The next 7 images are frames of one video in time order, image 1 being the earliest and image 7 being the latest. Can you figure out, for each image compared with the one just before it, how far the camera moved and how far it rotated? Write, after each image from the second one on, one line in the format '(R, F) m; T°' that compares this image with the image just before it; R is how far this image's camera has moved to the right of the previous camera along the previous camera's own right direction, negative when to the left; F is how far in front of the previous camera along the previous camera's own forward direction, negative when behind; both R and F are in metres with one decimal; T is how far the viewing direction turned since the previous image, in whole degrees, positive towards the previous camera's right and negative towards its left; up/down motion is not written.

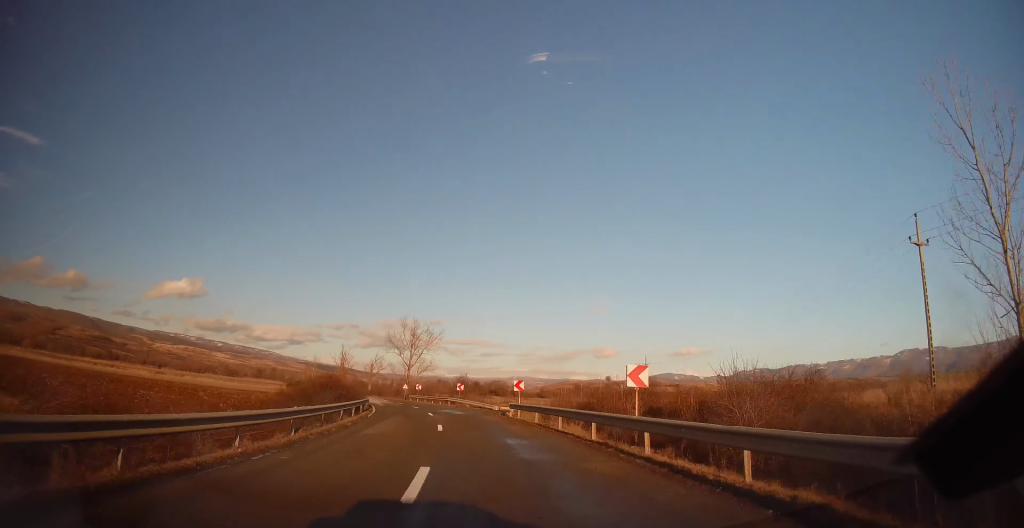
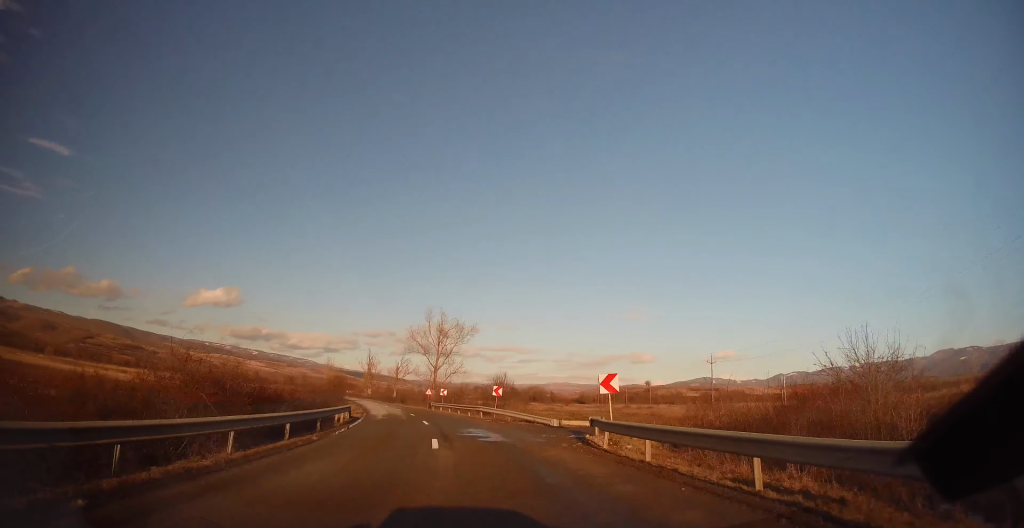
(-0.5, +16.5) m; -5°
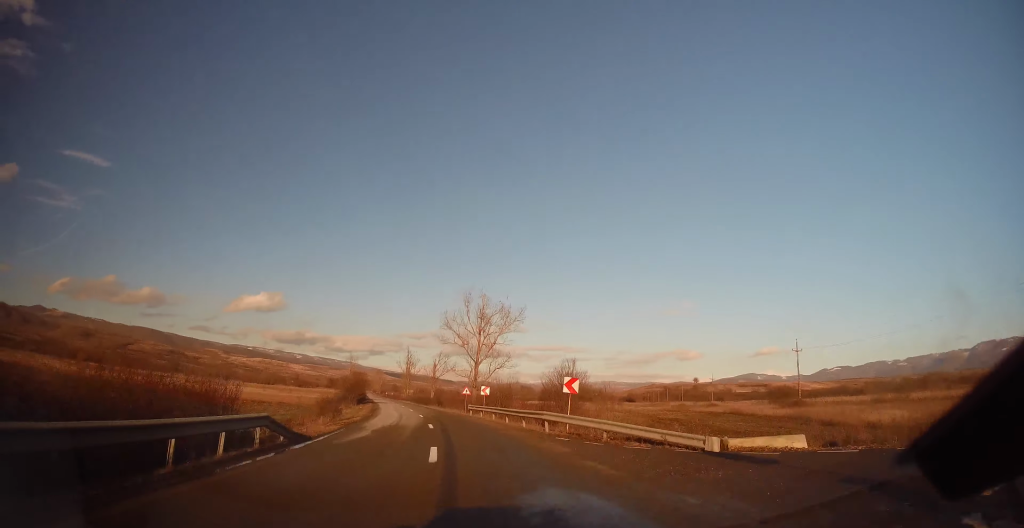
(-0.8, +15.1) m; -4°
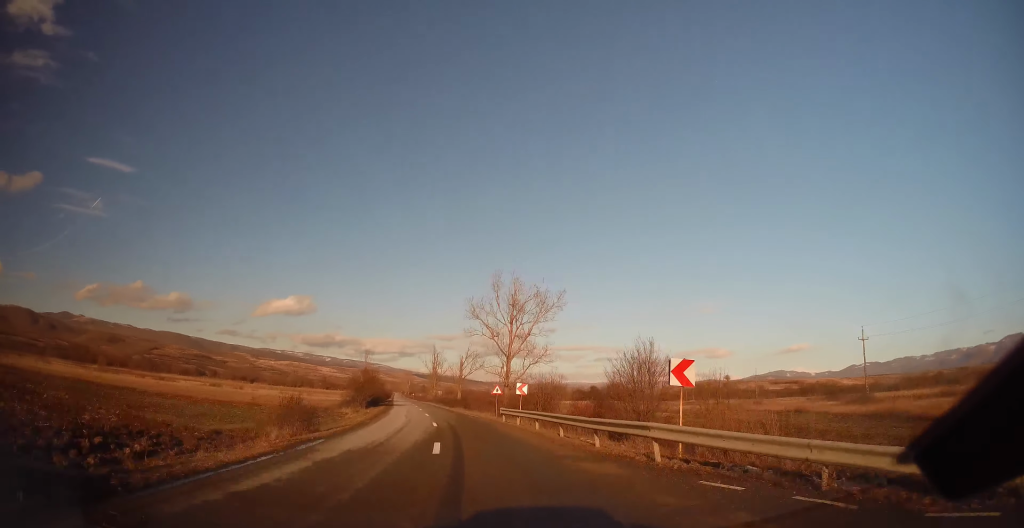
(-0.3, +10.0) m; -2°
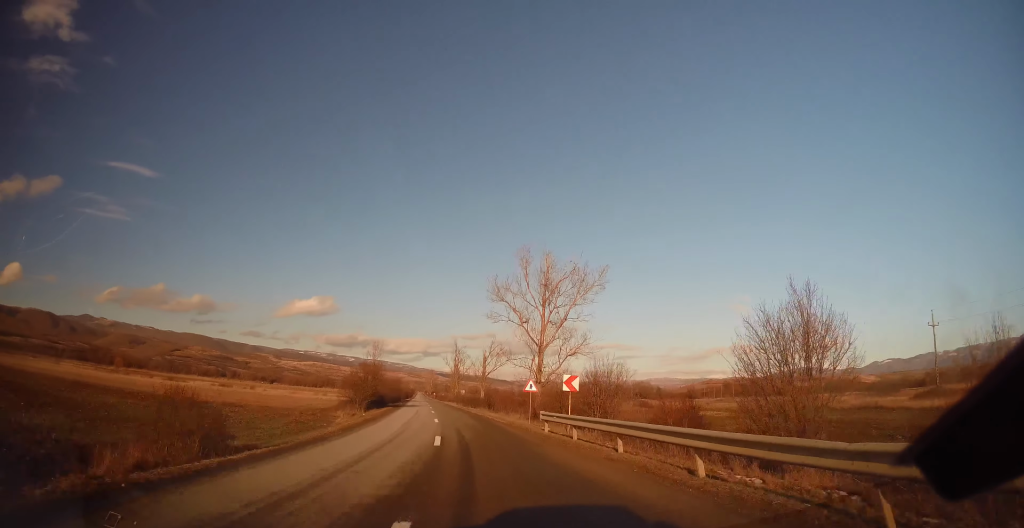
(-0.1, +10.0) m; -2°
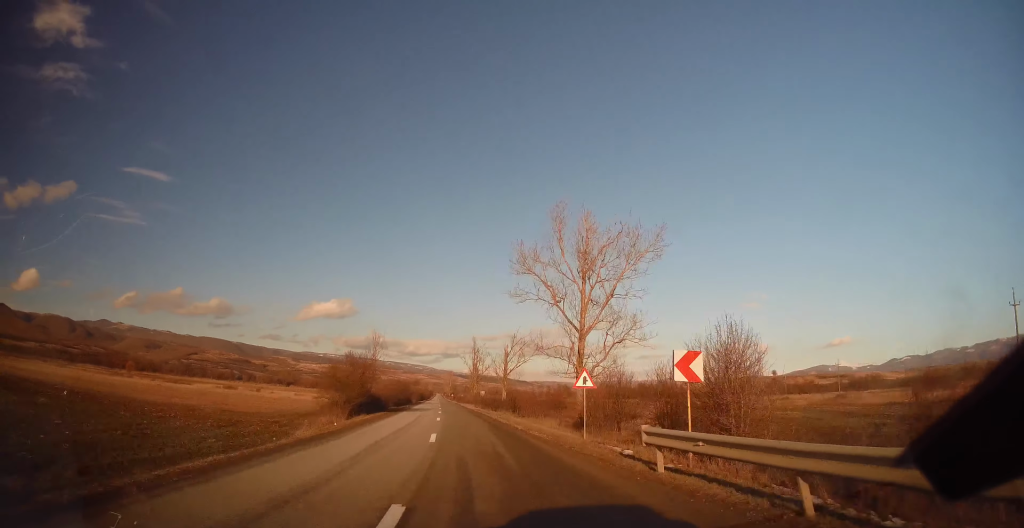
(-0.2, +11.0) m; -2°
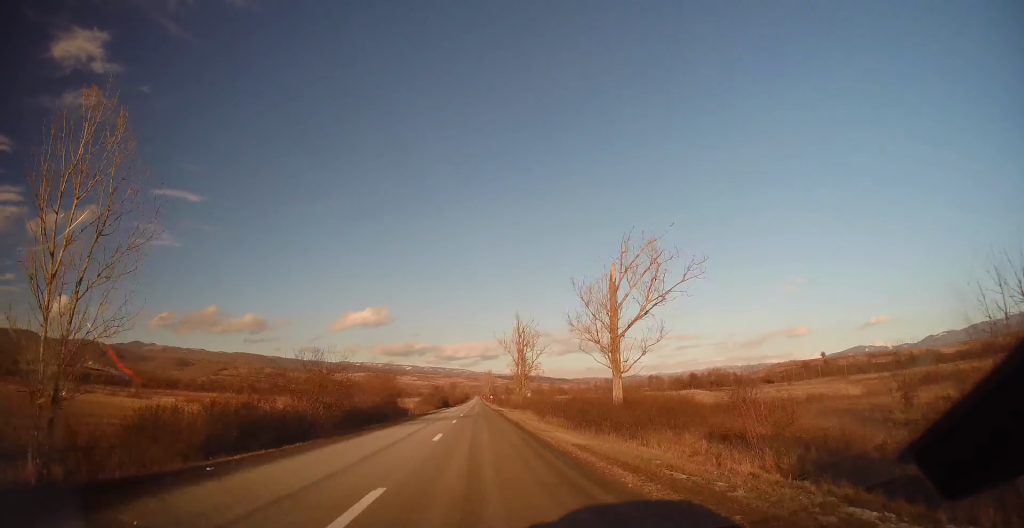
(-2.1, +46.5) m; -4°
